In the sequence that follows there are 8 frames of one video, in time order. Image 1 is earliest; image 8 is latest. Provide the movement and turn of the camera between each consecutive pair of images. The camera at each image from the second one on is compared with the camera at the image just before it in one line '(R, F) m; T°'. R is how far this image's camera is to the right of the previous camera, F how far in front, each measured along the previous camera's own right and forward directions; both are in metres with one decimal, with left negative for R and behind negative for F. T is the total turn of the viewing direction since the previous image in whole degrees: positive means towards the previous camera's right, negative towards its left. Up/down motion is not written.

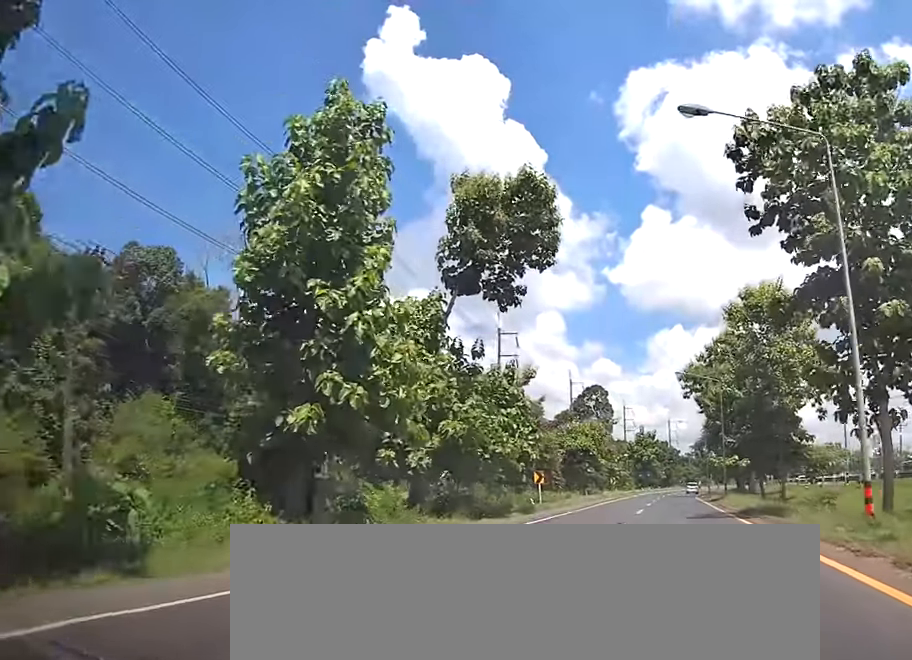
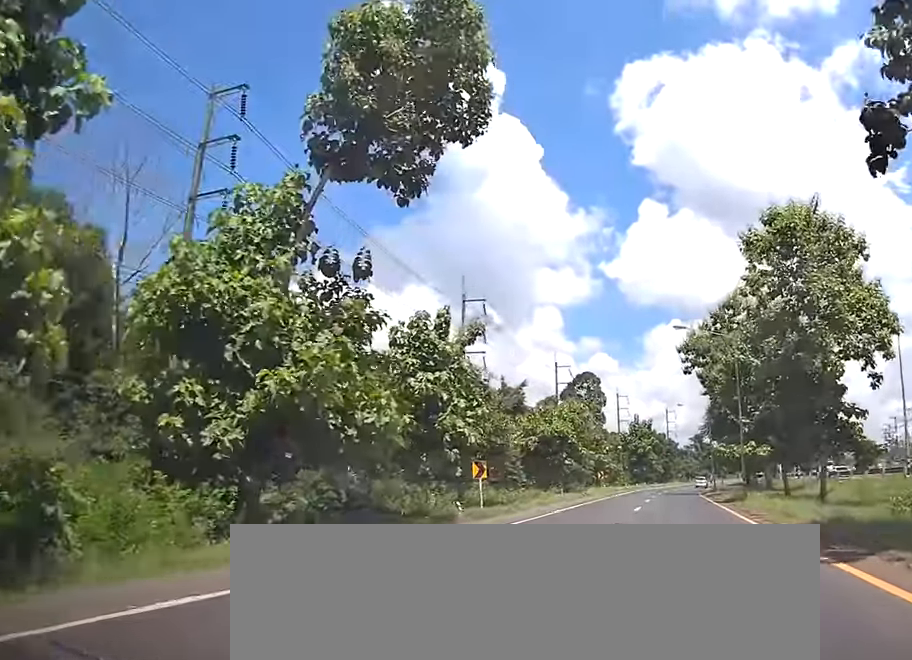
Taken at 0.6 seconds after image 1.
(0.0, +13.6) m; 0°
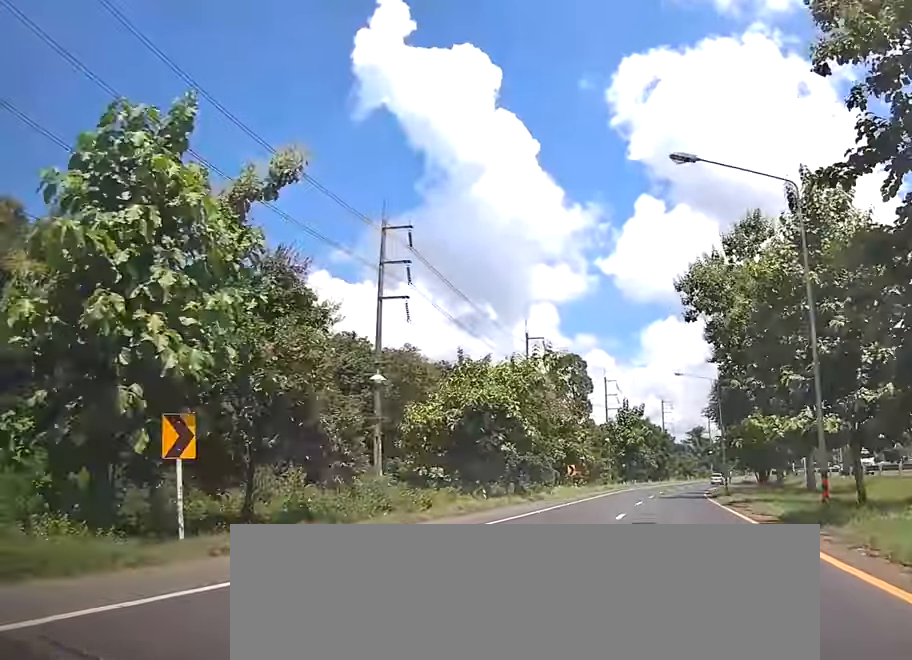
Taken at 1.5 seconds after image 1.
(0.0, +19.7) m; 0°
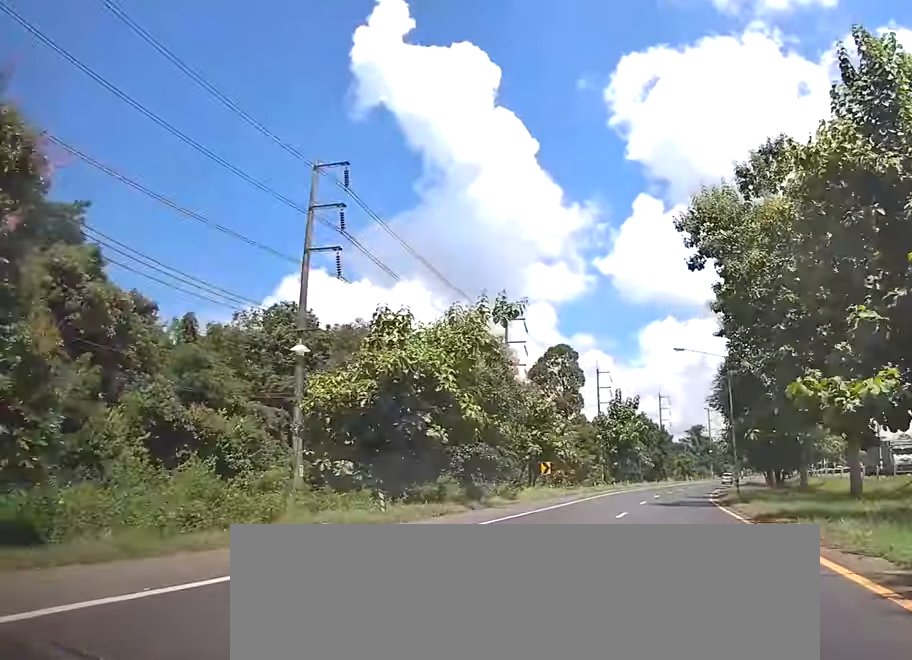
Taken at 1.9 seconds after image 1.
(+0.1, +10.7) m; 0°
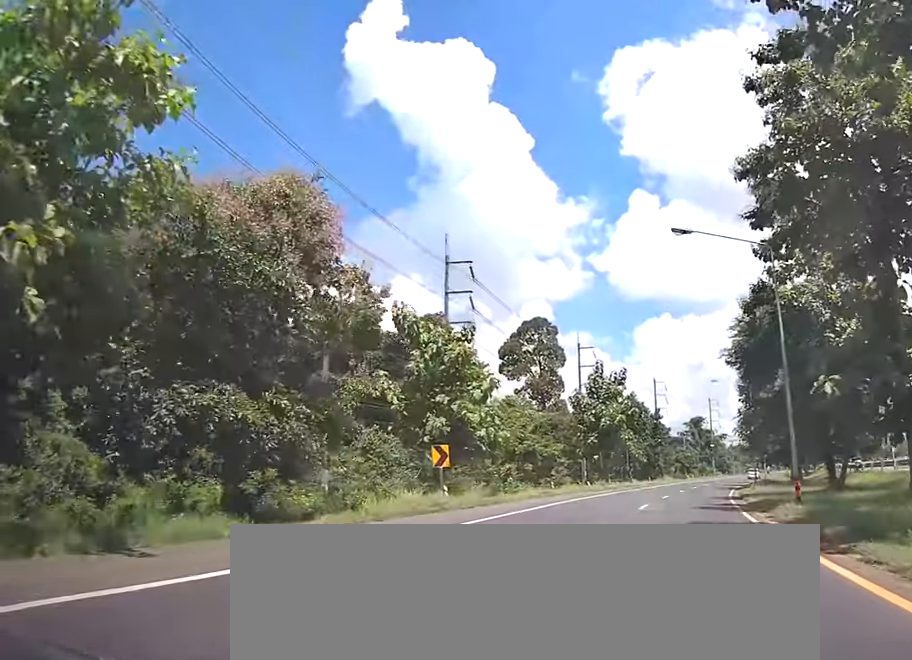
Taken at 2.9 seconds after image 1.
(+0.1, +21.0) m; +1°
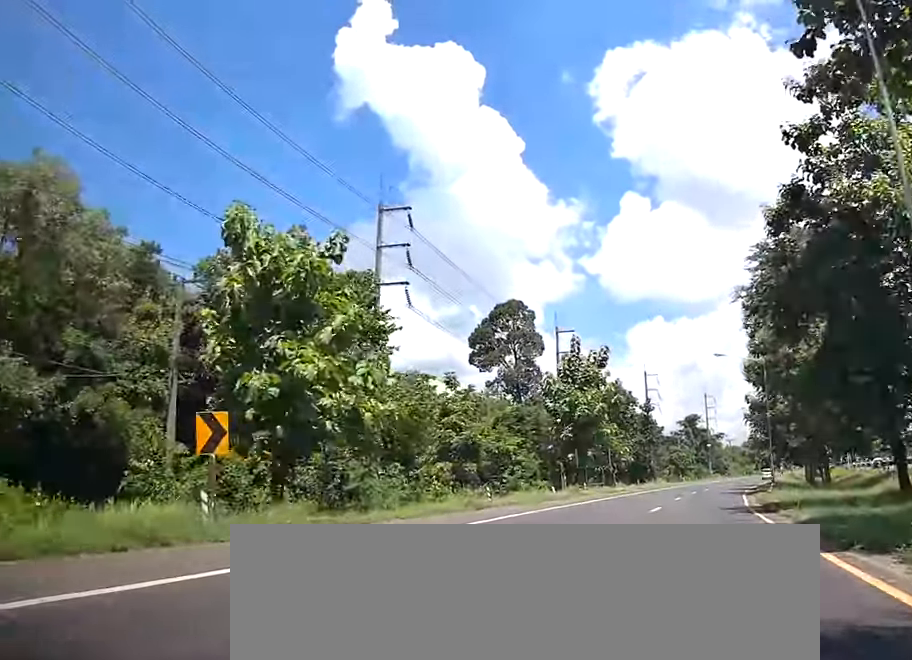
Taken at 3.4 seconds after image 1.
(0.0, +13.0) m; 0°
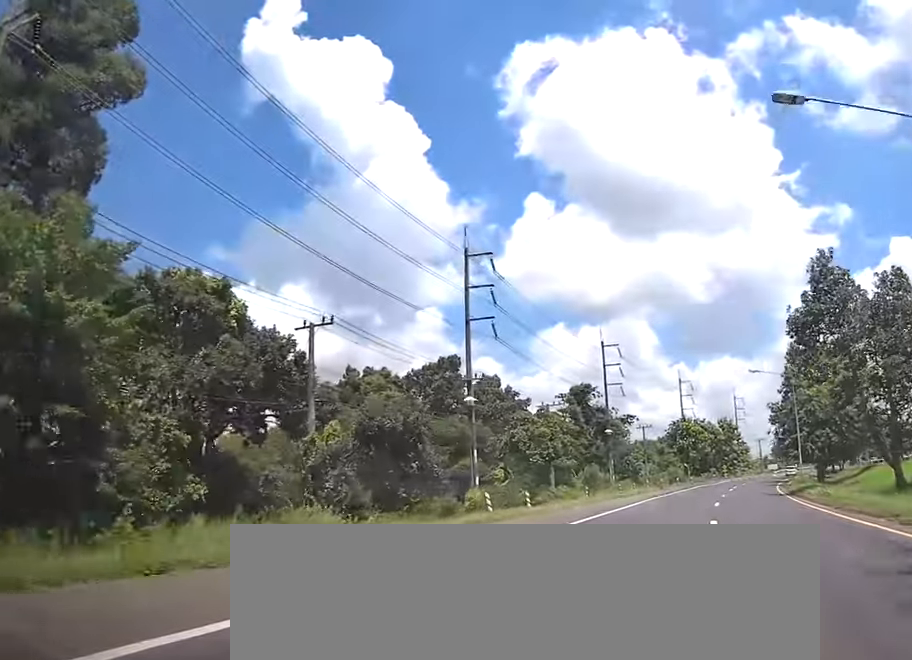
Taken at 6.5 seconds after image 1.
(+2.7, +69.4) m; +6°
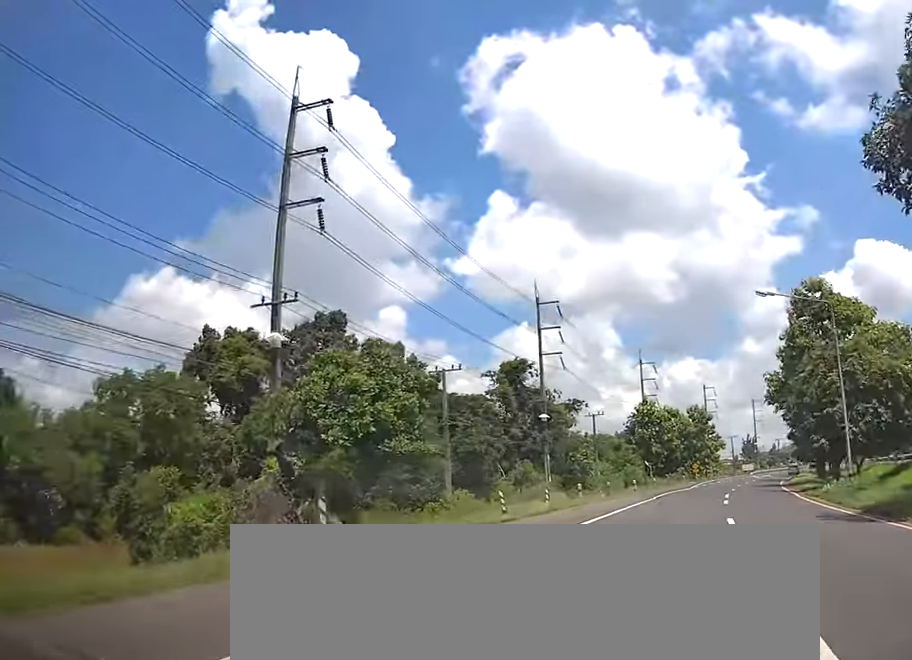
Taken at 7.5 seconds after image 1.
(+0.6, +23.3) m; +3°
